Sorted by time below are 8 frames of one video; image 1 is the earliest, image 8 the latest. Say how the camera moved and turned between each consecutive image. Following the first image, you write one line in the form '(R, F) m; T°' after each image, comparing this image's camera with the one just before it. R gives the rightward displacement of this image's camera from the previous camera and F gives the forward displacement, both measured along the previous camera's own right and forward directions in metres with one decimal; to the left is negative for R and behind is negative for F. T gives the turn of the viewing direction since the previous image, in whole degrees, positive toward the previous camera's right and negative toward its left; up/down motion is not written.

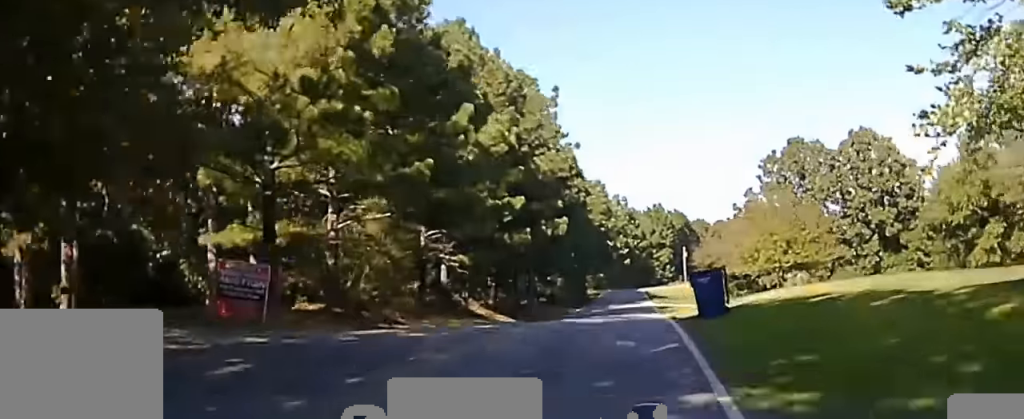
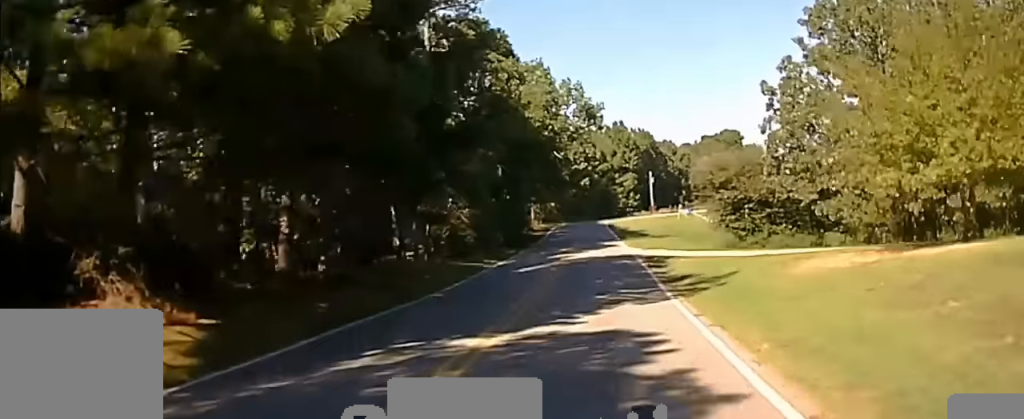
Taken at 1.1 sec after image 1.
(+0.8, +26.2) m; +2°
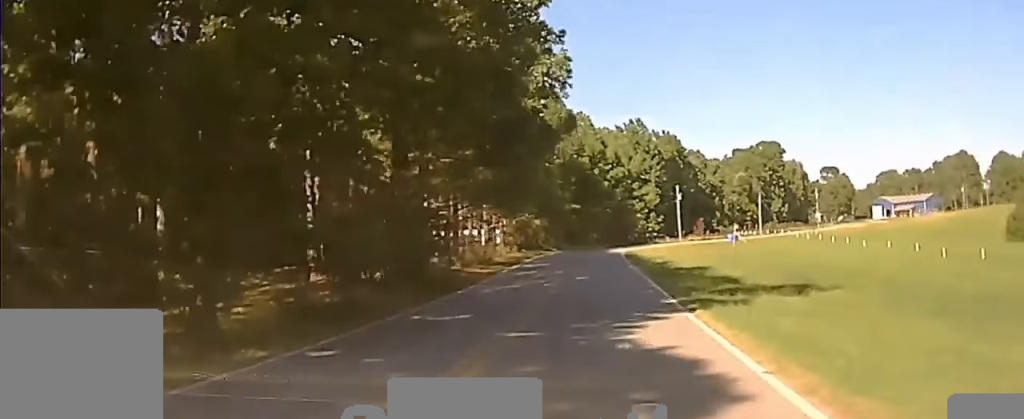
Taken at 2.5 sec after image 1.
(+0.3, +36.2) m; 0°
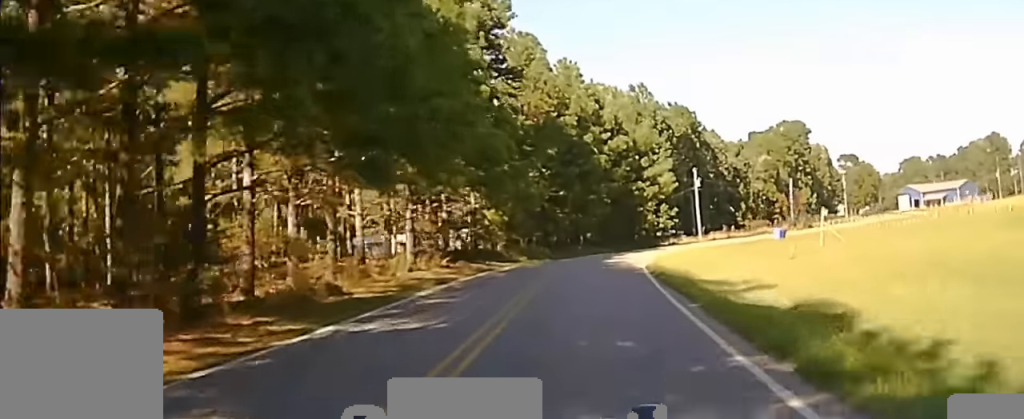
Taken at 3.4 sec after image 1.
(-0.1, +29.9) m; +2°
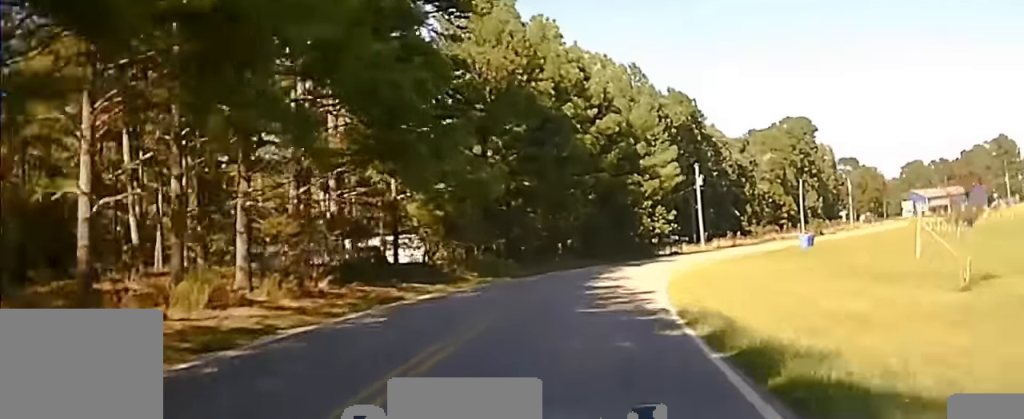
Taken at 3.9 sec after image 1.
(+0.4, +15.9) m; +3°
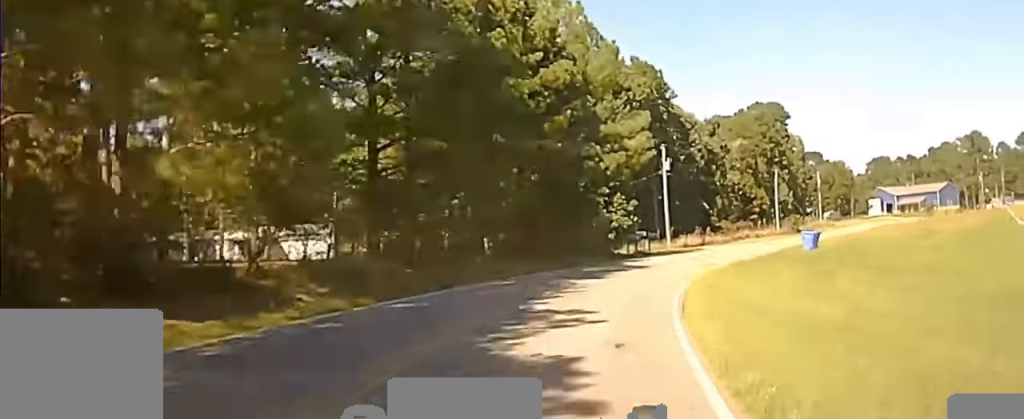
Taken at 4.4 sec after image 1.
(-0.2, +18.7) m; +3°
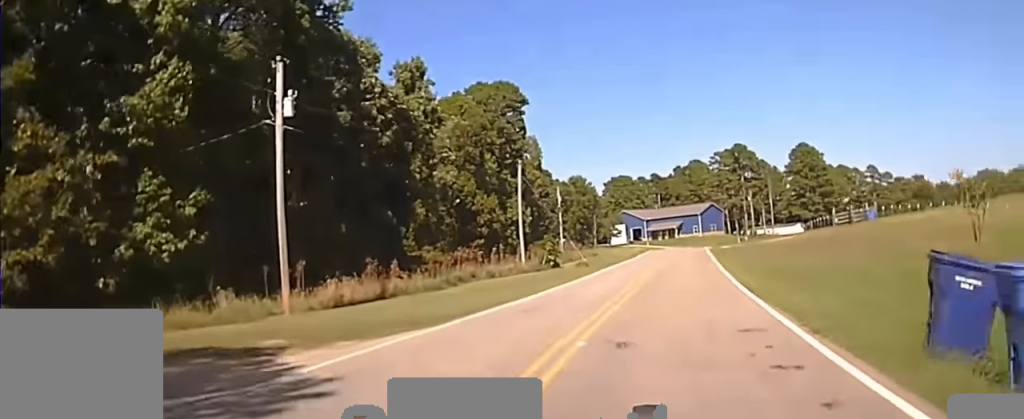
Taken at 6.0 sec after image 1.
(+7.2, +53.0) m; +15°
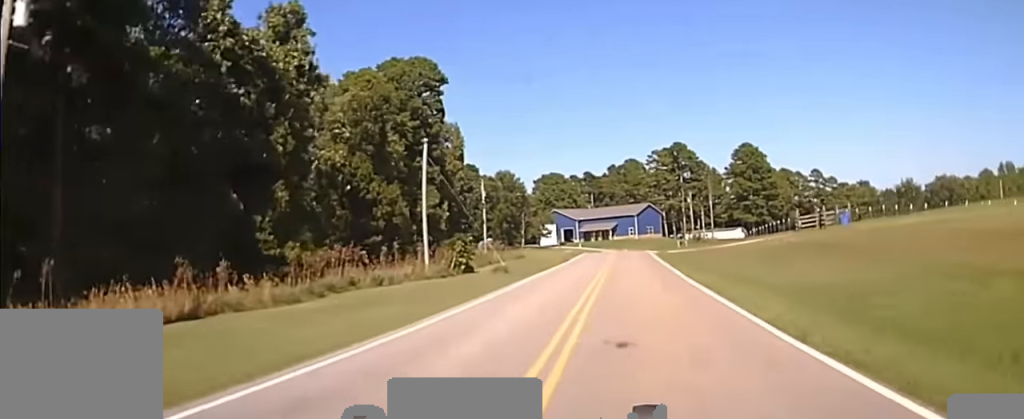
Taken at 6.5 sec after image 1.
(+0.6, +15.0) m; +5°
